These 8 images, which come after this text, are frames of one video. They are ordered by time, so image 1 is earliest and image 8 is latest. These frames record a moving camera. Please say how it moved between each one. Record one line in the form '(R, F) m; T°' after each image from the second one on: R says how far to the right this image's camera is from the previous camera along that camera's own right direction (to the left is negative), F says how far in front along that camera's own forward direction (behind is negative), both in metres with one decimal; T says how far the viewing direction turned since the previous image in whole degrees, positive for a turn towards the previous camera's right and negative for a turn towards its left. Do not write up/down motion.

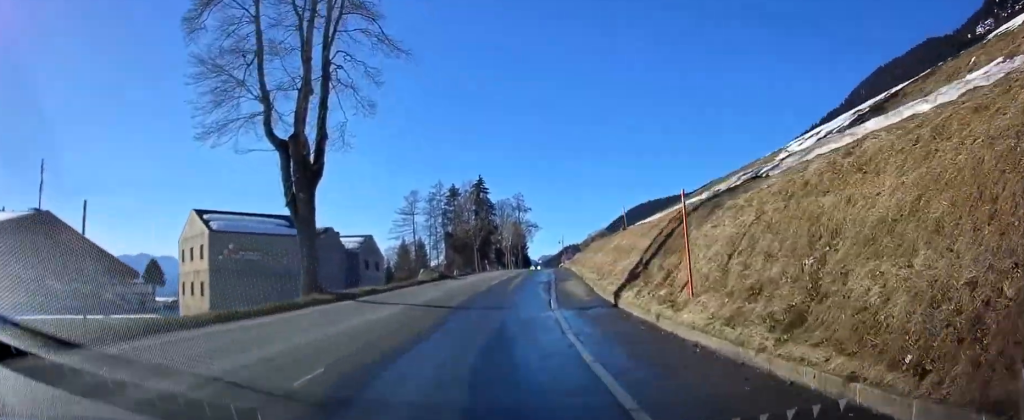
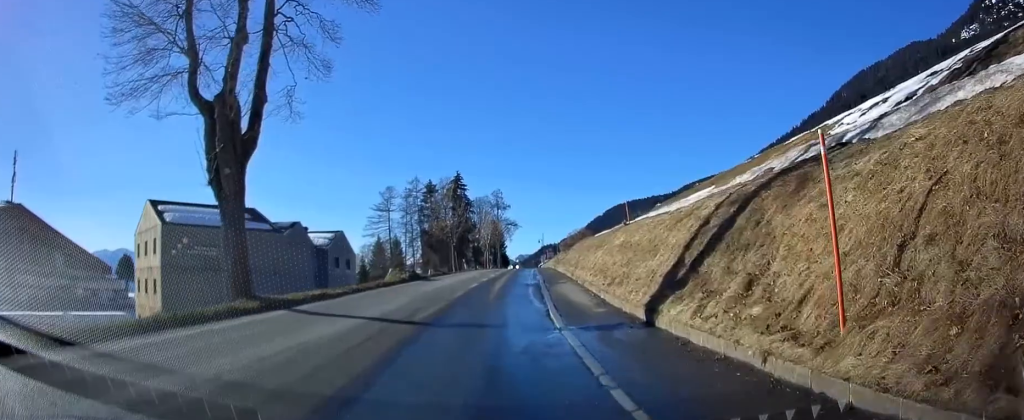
(+0.2, +4.5) m; +2°
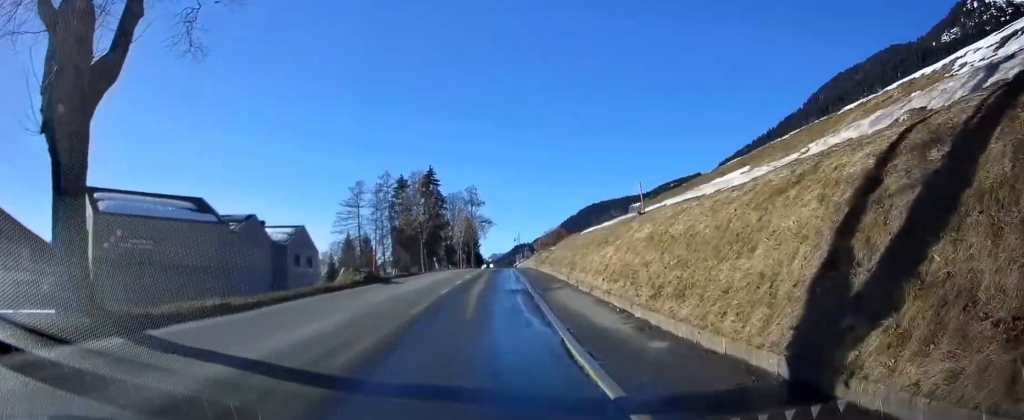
(+0.2, +5.5) m; +2°
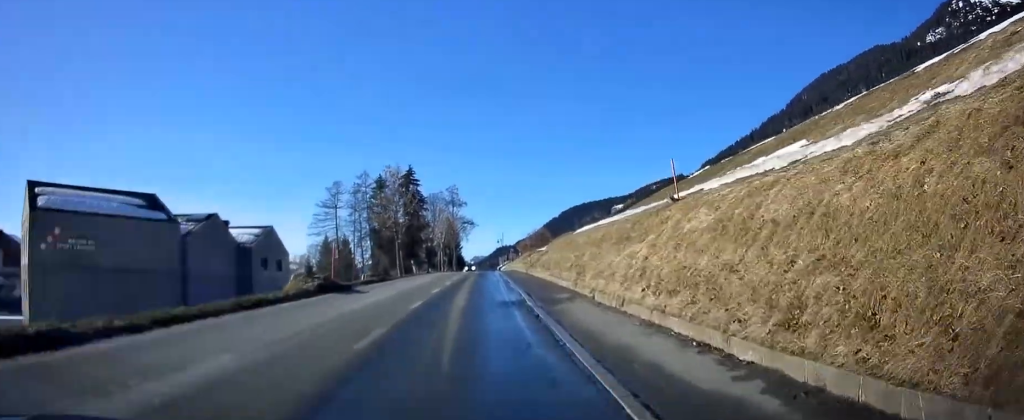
(0.0, +5.1) m; +1°
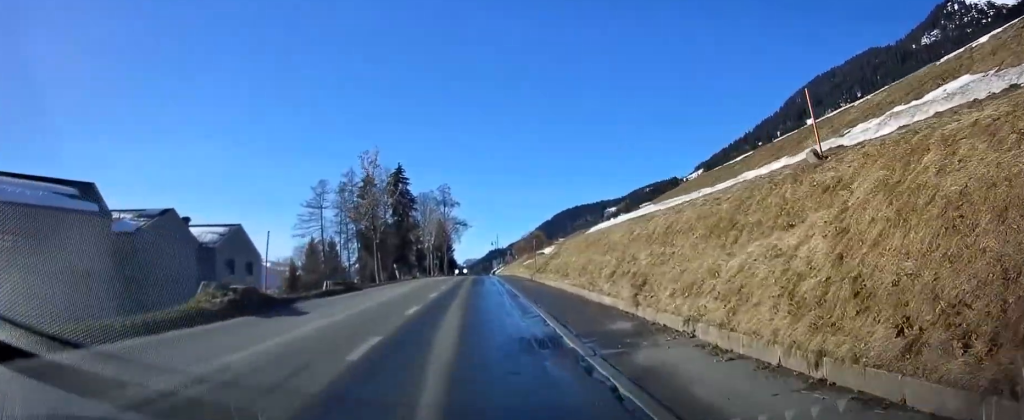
(0.0, +6.6) m; +1°
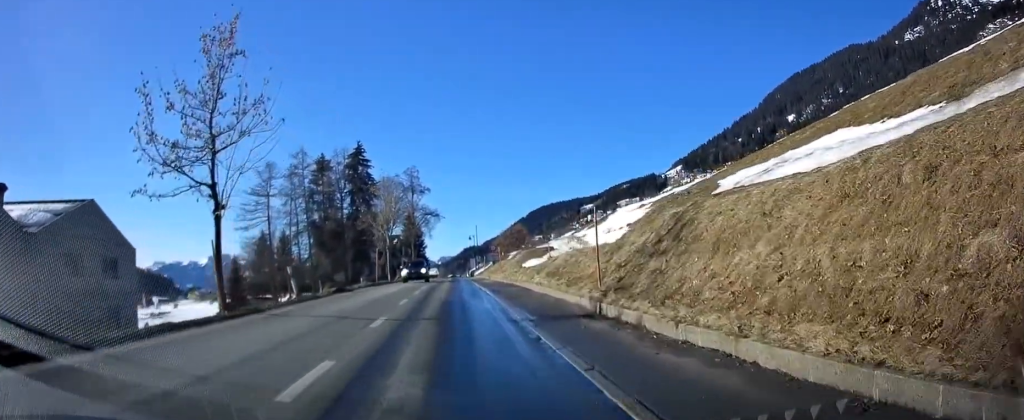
(+1.0, +20.1) m; +3°
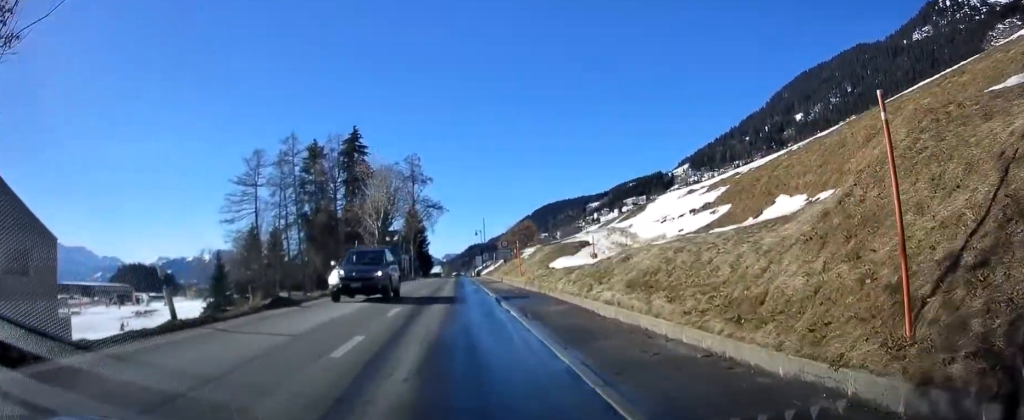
(-0.3, +9.6) m; -1°
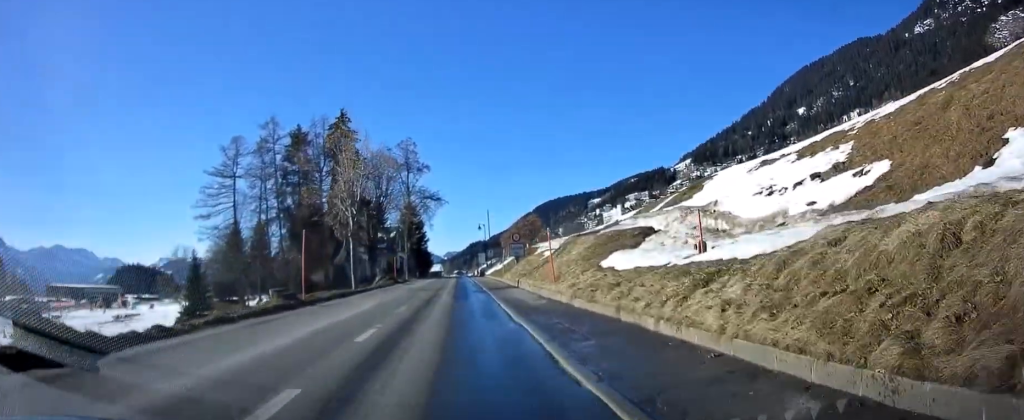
(+0.2, +10.2) m; 0°
